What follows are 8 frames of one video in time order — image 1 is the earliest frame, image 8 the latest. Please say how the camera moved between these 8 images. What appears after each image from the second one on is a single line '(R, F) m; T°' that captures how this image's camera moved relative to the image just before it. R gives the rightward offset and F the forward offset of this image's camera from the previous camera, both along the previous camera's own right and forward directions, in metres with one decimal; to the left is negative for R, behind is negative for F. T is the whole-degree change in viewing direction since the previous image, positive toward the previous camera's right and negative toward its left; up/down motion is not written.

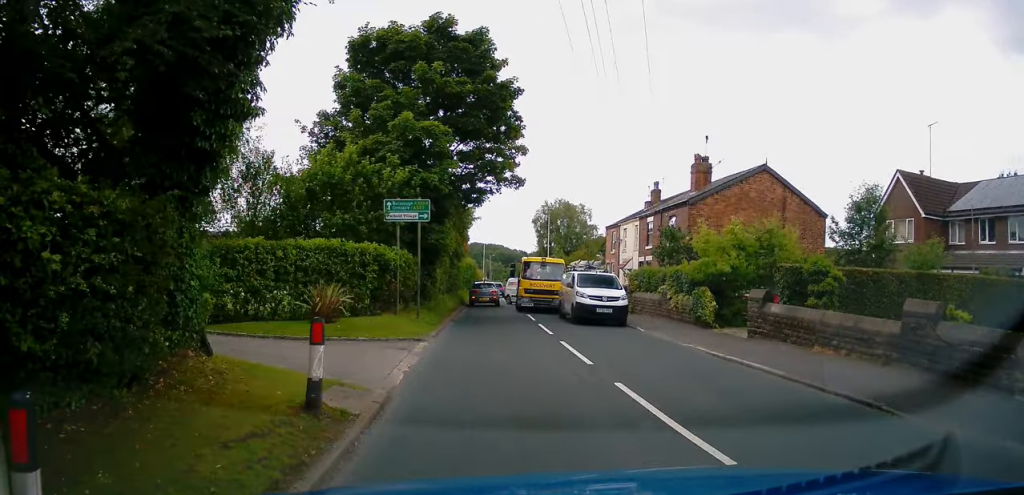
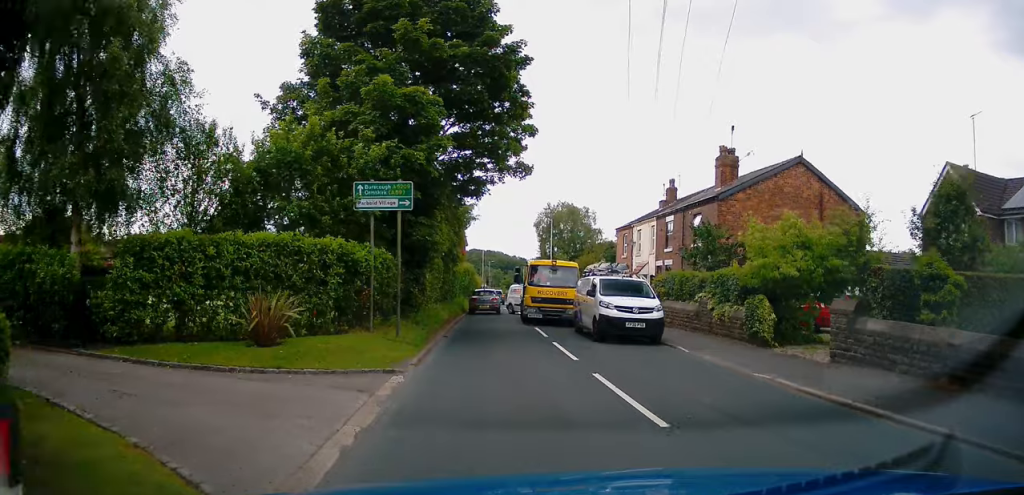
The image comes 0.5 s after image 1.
(0.0, +4.1) m; 0°
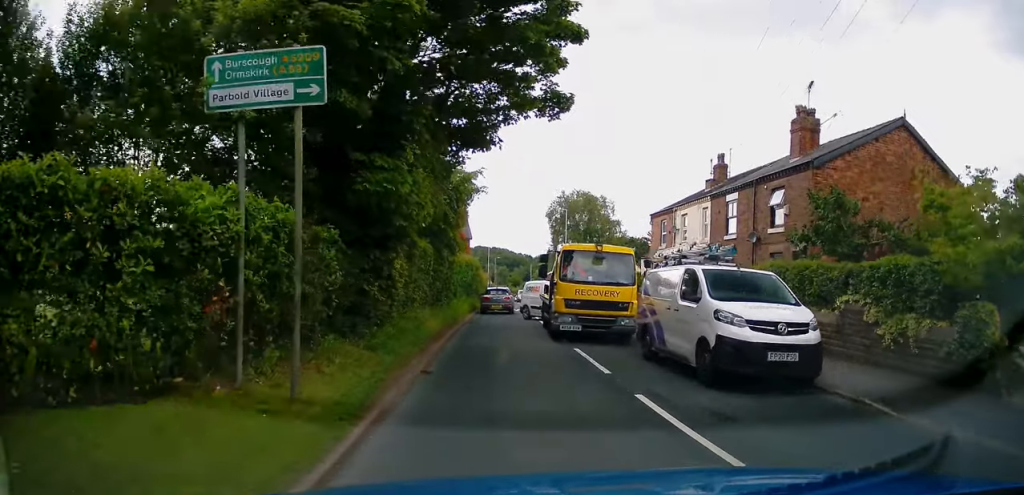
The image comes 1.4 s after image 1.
(-0.1, +7.8) m; +2°
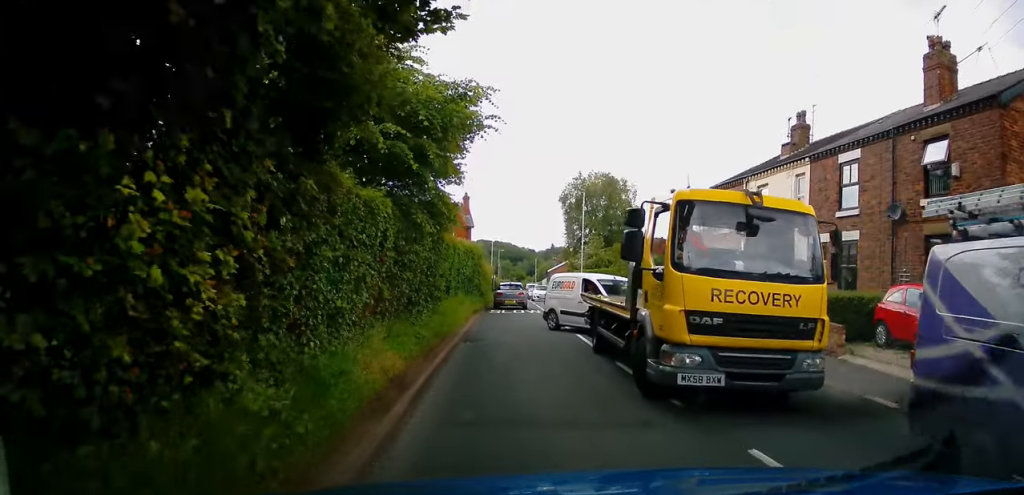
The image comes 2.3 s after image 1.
(+0.6, +8.7) m; 0°
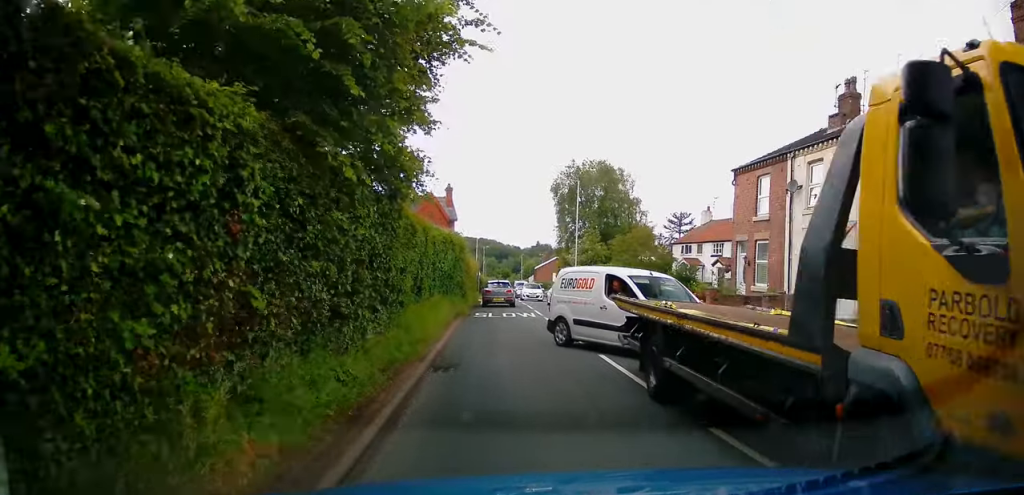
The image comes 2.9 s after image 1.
(-0.3, +4.9) m; 0°
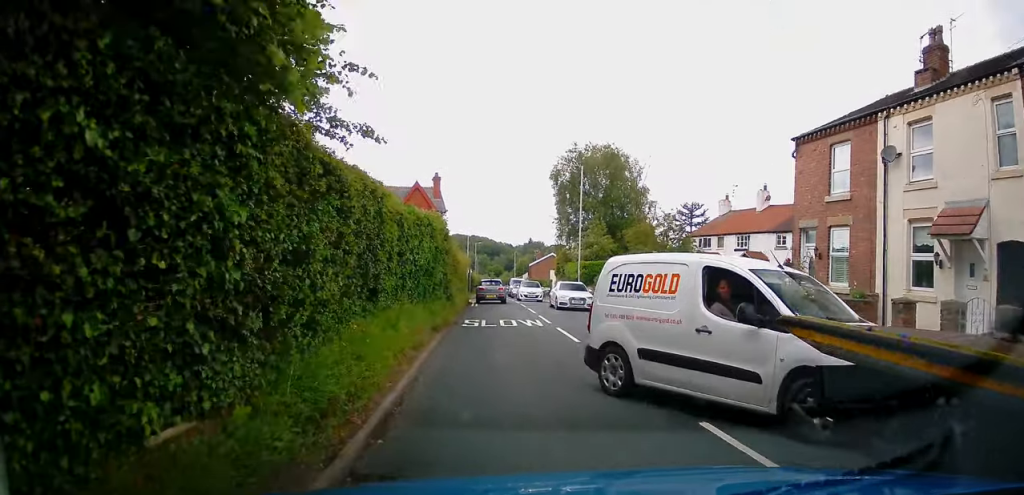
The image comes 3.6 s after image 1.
(0.0, +6.0) m; 0°
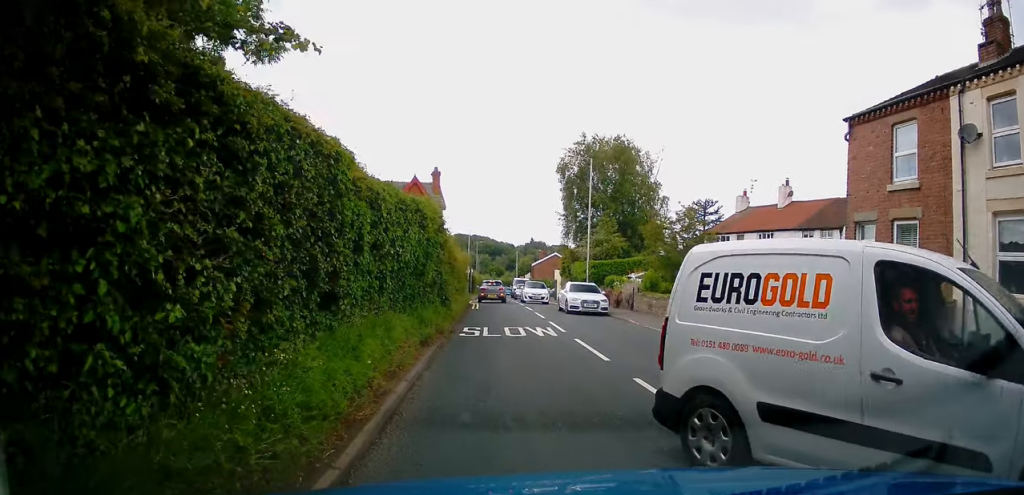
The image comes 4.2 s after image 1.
(+0.3, +3.3) m; +1°
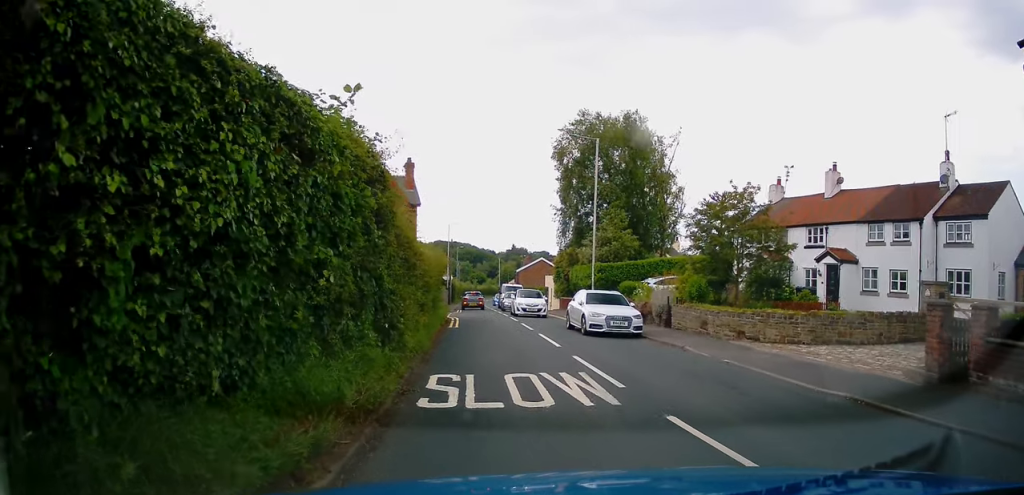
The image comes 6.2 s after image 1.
(0.0, +8.8) m; +1°
